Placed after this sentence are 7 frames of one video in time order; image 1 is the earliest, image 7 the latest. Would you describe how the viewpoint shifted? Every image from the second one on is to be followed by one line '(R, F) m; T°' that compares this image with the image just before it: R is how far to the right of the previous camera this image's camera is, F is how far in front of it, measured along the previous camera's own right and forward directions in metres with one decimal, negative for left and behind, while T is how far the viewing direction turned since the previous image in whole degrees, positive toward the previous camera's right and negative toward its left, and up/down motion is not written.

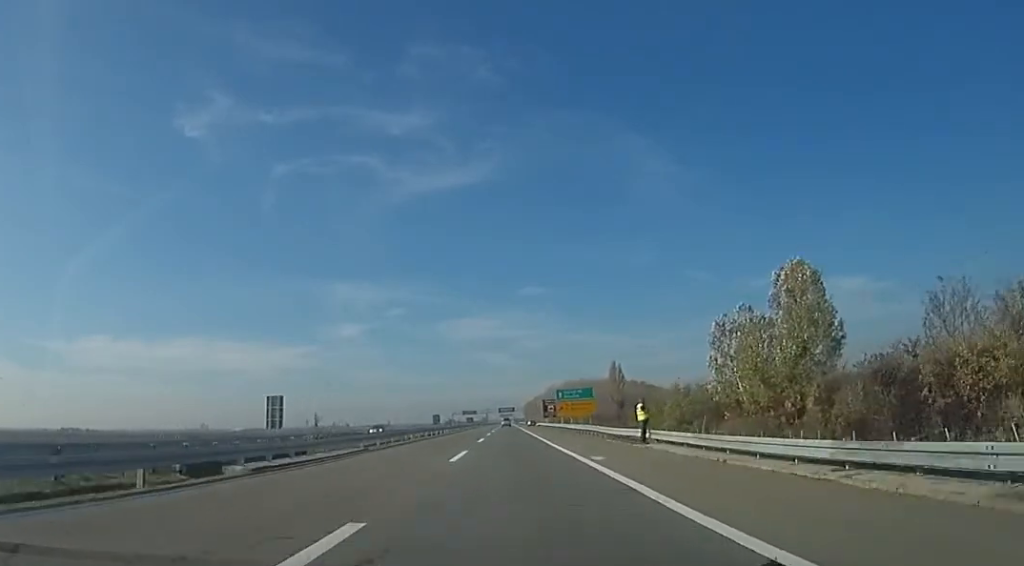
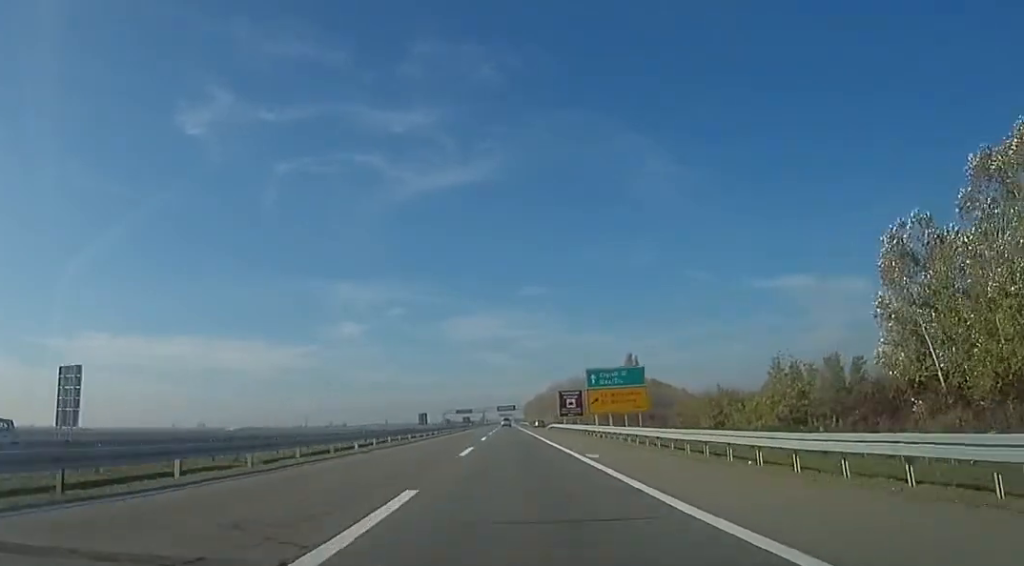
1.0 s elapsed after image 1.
(-0.2, +33.1) m; 0°
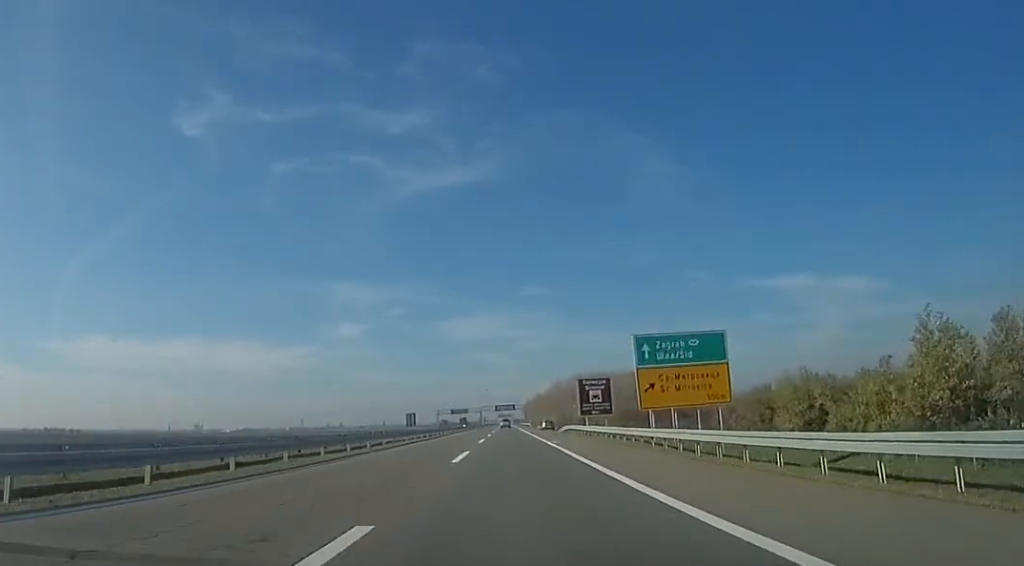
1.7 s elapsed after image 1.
(-0.5, +21.0) m; +1°
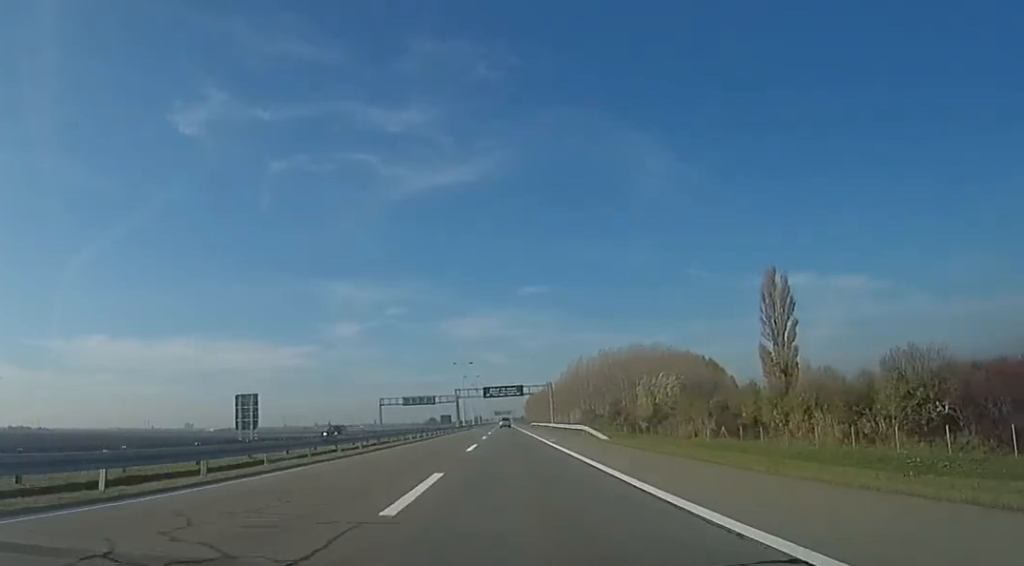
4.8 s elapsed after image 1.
(+1.0, +101.7) m; -2°
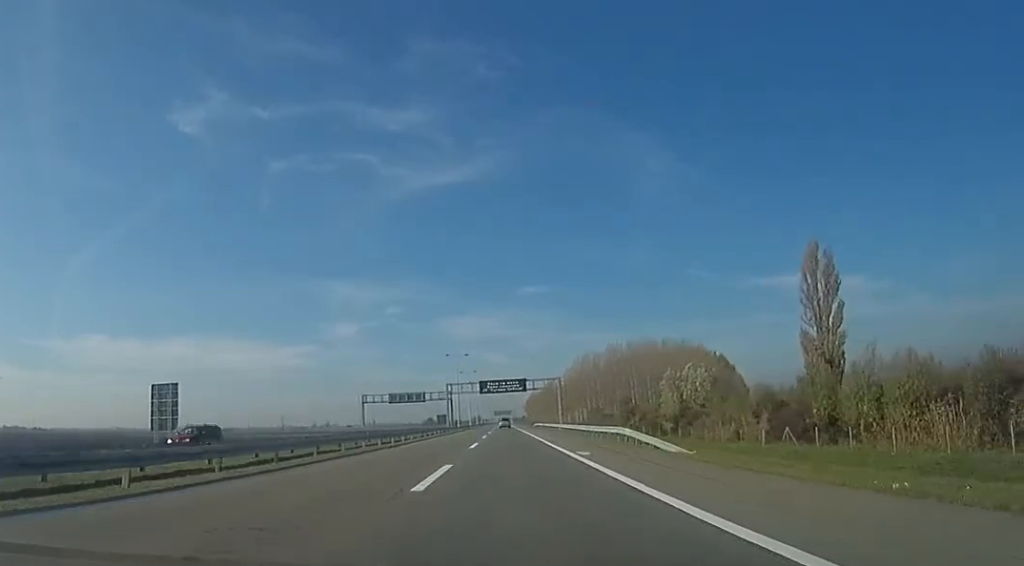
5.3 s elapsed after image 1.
(-0.3, +15.3) m; -1°
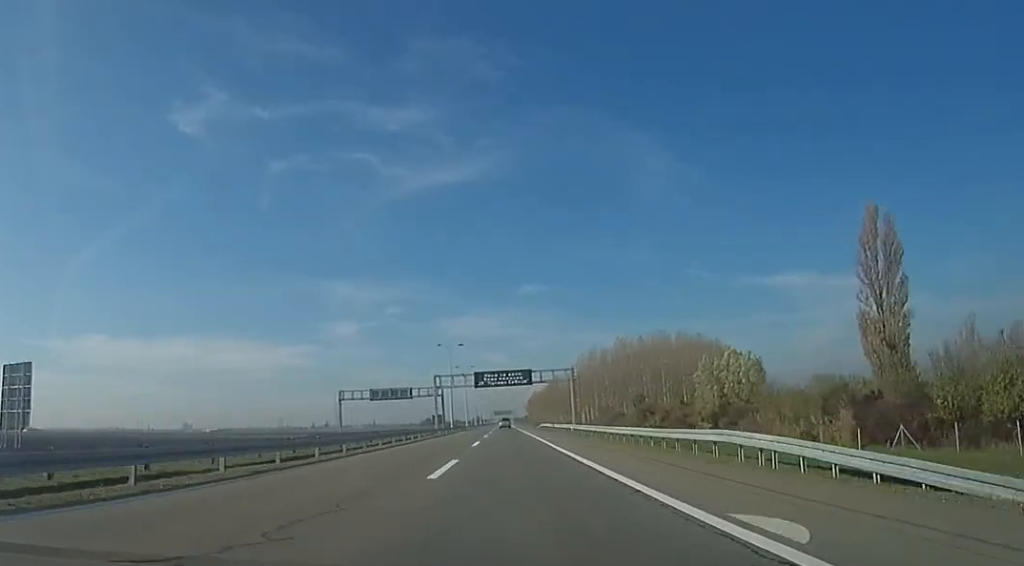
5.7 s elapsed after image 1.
(-0.1, +15.7) m; 0°
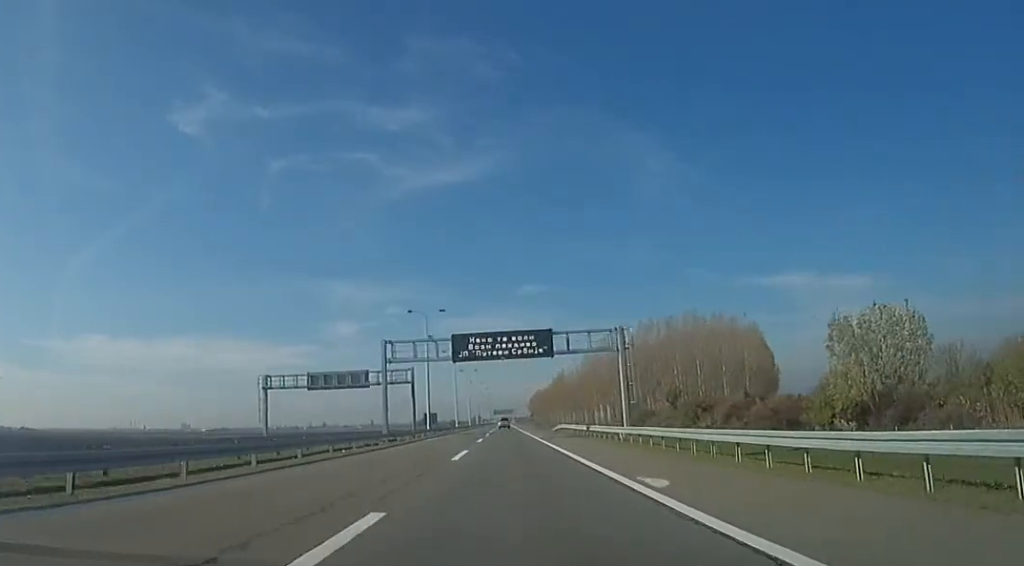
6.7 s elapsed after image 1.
(-0.1, +29.8) m; +2°
